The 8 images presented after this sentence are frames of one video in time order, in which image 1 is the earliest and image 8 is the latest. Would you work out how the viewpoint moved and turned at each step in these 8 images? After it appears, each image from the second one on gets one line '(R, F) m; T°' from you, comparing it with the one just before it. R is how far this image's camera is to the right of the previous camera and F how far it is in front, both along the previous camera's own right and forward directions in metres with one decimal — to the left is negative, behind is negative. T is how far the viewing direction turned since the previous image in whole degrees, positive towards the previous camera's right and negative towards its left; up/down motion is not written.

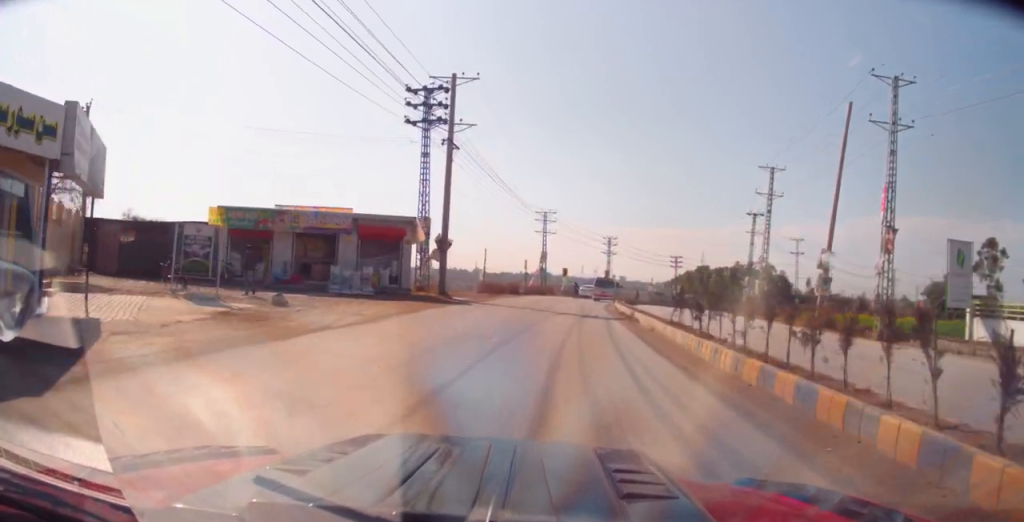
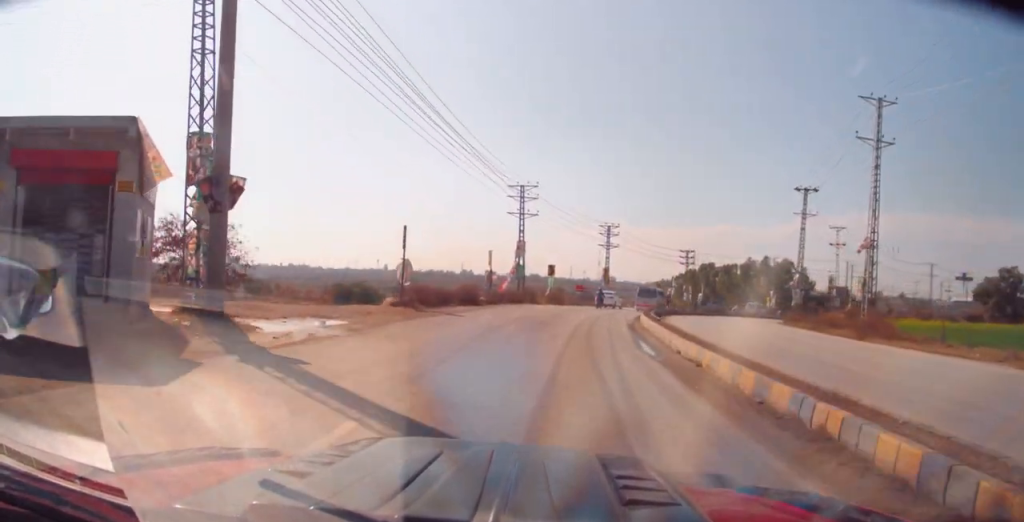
(-0.4, +20.8) m; 0°
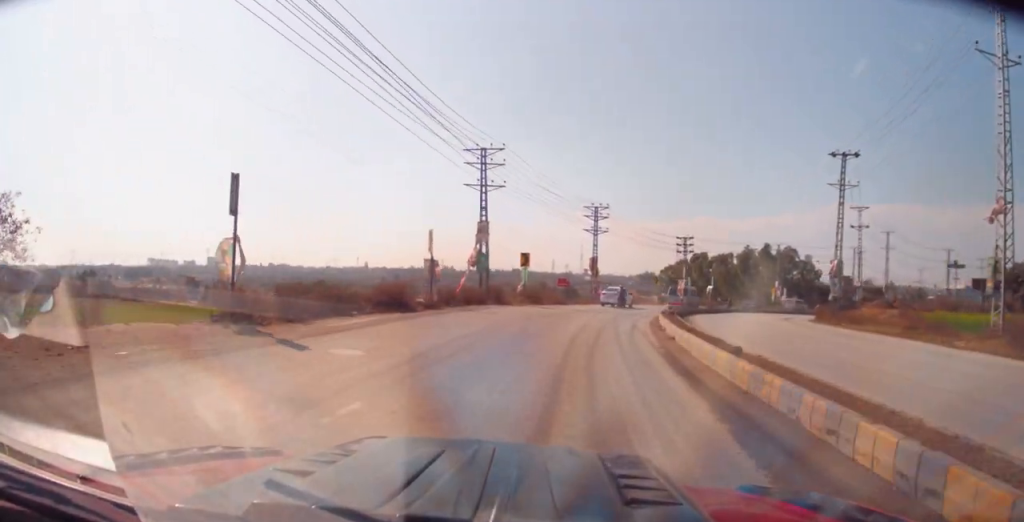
(+0.4, +12.0) m; +3°
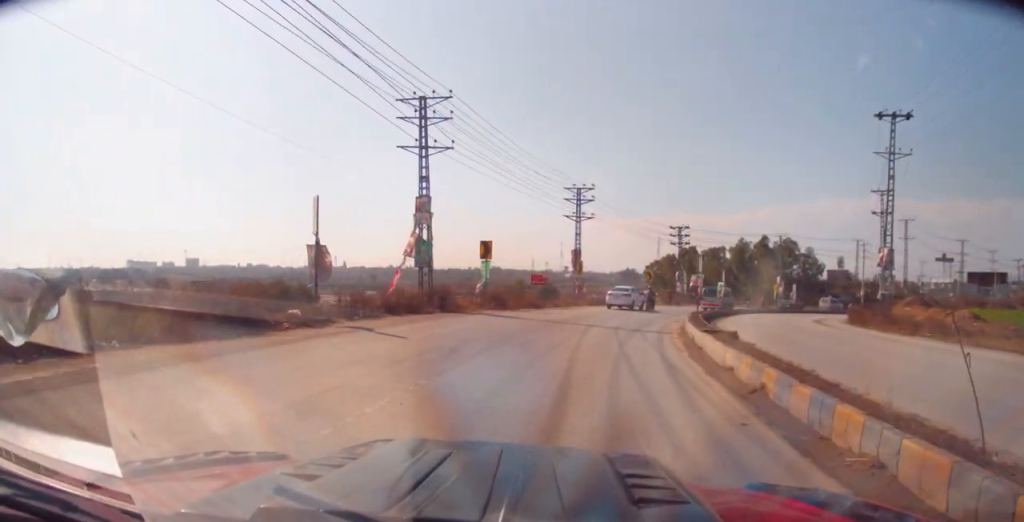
(+0.3, +10.7) m; +2°
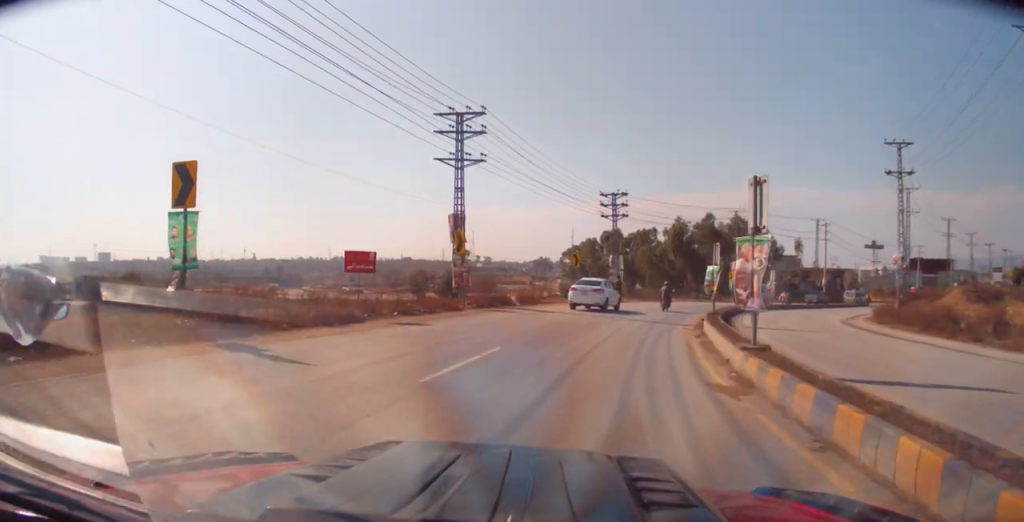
(+0.3, +20.0) m; +4°
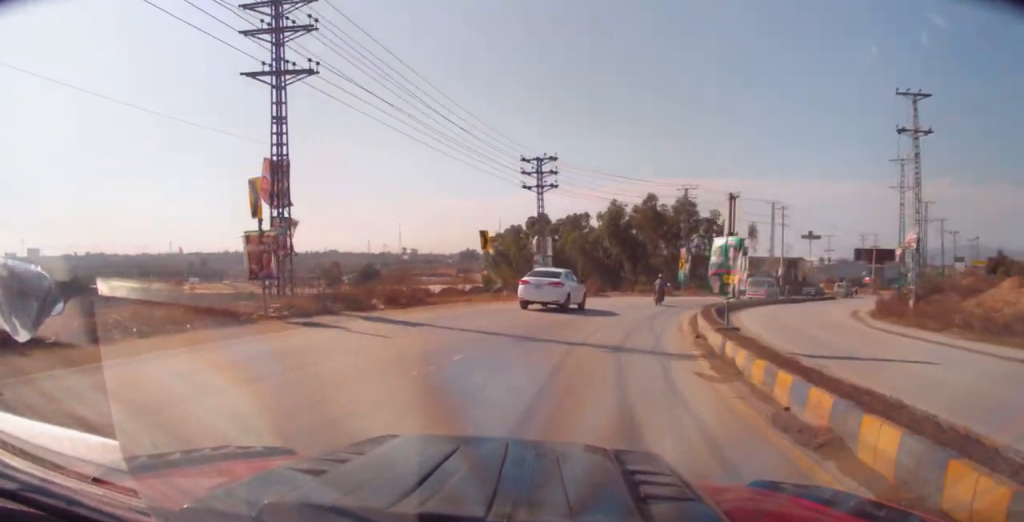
(+0.8, +12.1) m; +7°
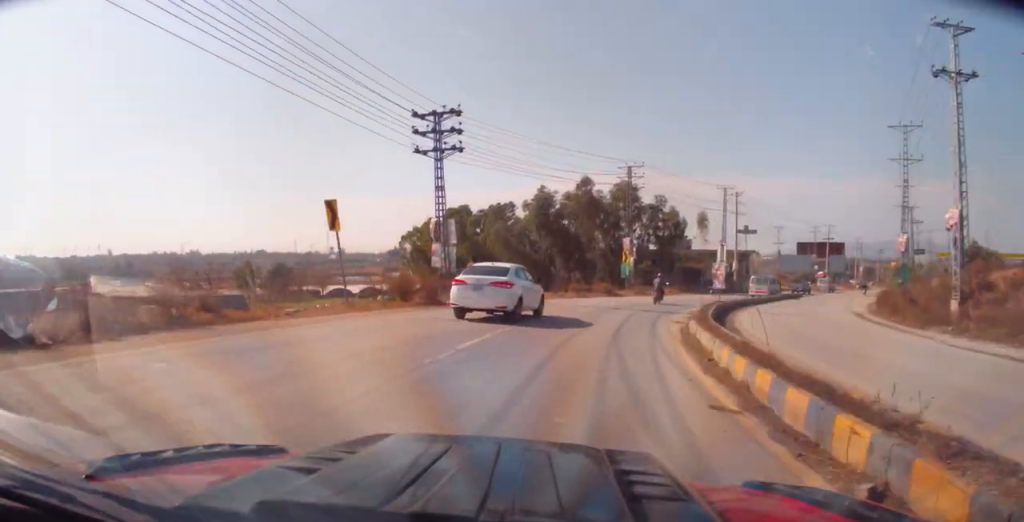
(+0.6, +11.0) m; +8°
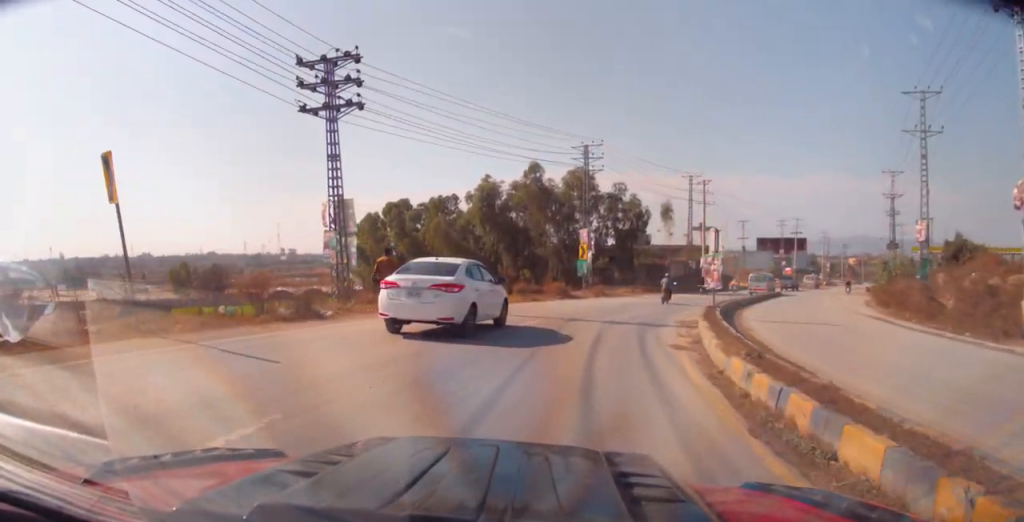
(+0.7, +8.0) m; +4°
